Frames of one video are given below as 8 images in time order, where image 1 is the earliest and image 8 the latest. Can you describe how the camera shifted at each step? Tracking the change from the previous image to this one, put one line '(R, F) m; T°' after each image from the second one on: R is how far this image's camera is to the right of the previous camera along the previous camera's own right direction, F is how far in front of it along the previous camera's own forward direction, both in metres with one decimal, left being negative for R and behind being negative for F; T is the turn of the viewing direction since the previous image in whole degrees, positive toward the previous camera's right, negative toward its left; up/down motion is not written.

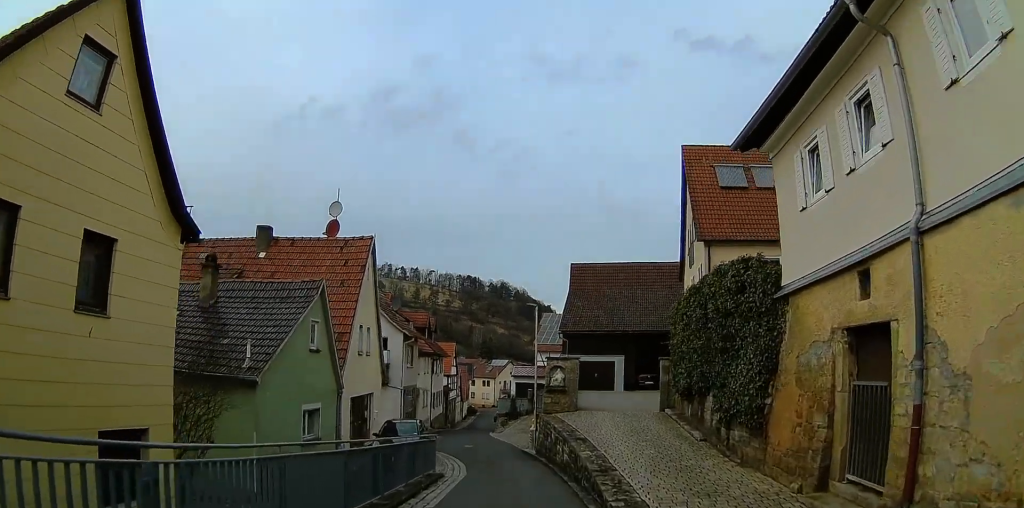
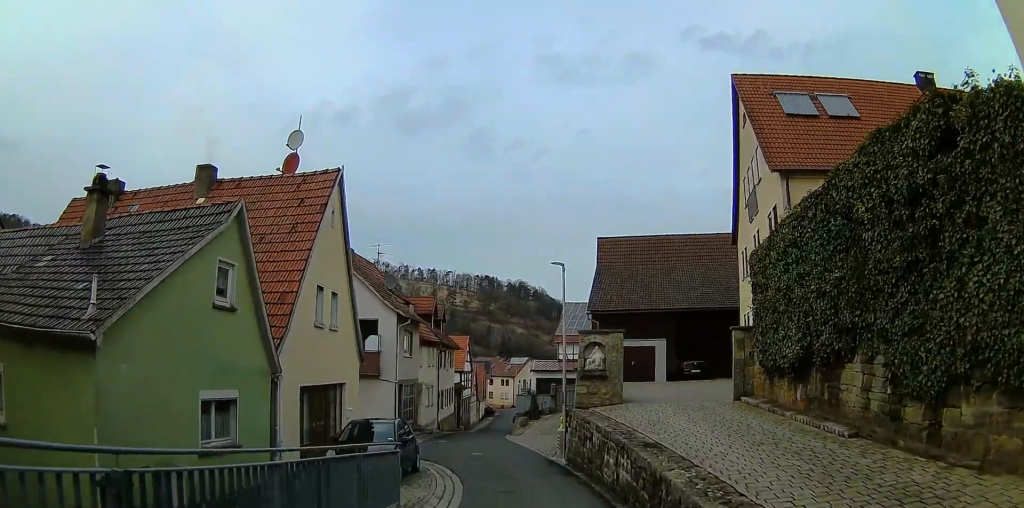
(0.0, +6.7) m; 0°
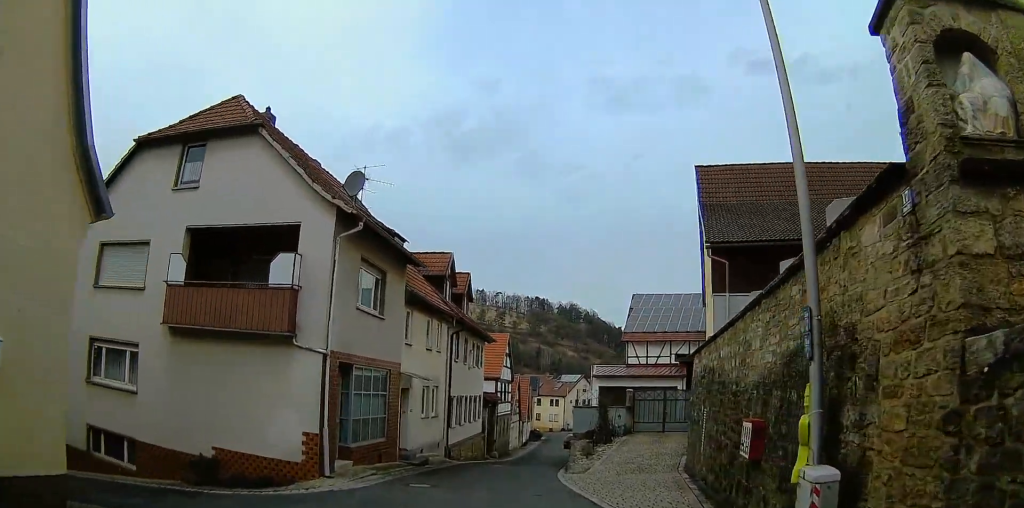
(-0.1, +15.1) m; -6°
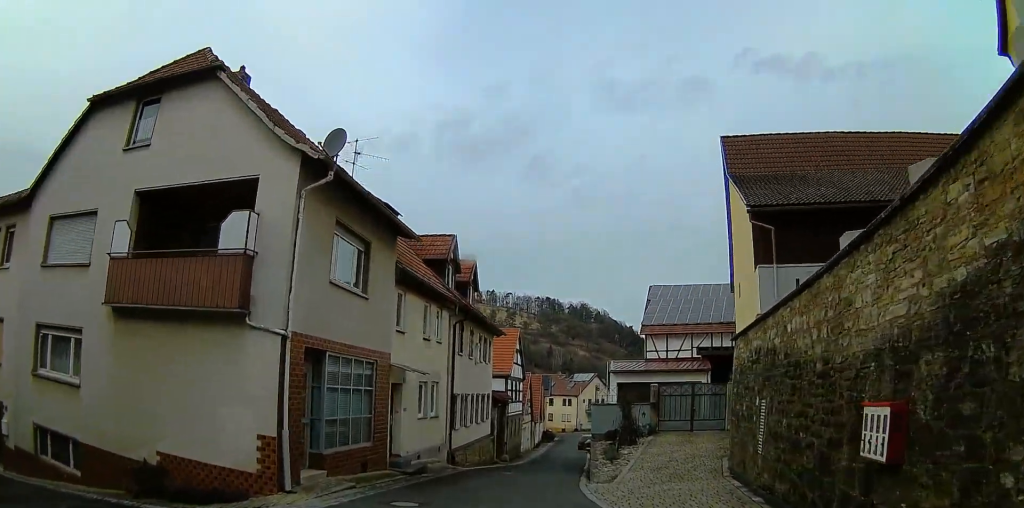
(-0.3, +2.8) m; -3°
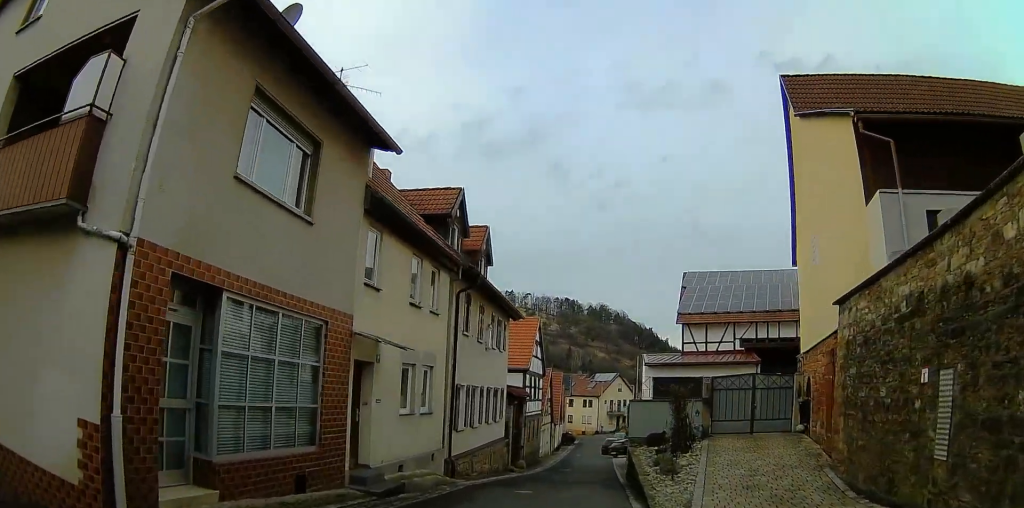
(-0.3, +5.2) m; -2°
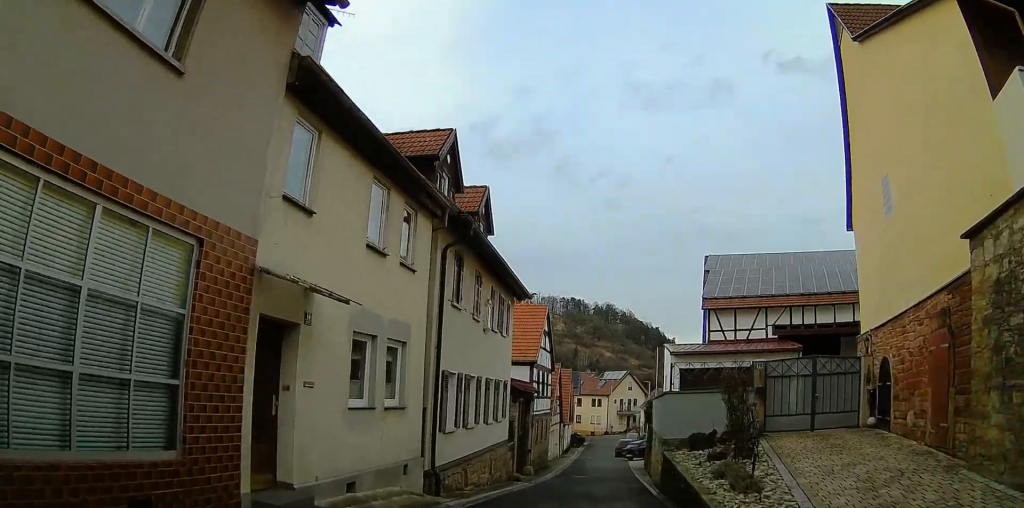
(-0.1, +4.3) m; +2°
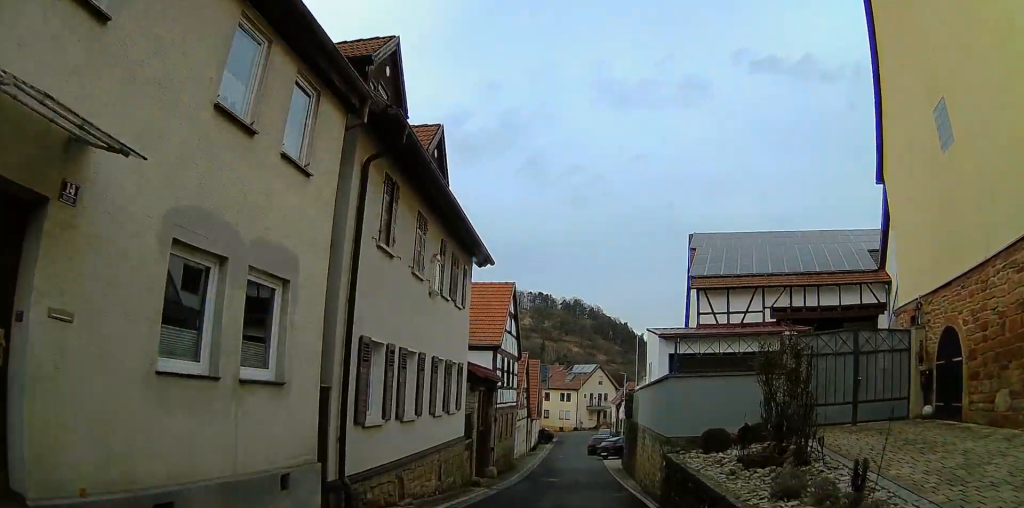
(+0.2, +4.2) m; +3°
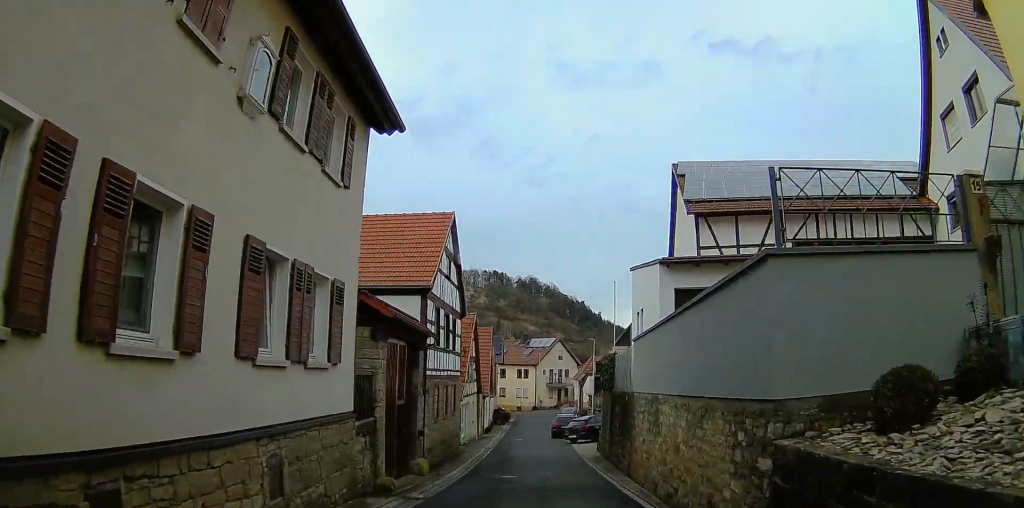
(+0.3, +7.7) m; +2°
